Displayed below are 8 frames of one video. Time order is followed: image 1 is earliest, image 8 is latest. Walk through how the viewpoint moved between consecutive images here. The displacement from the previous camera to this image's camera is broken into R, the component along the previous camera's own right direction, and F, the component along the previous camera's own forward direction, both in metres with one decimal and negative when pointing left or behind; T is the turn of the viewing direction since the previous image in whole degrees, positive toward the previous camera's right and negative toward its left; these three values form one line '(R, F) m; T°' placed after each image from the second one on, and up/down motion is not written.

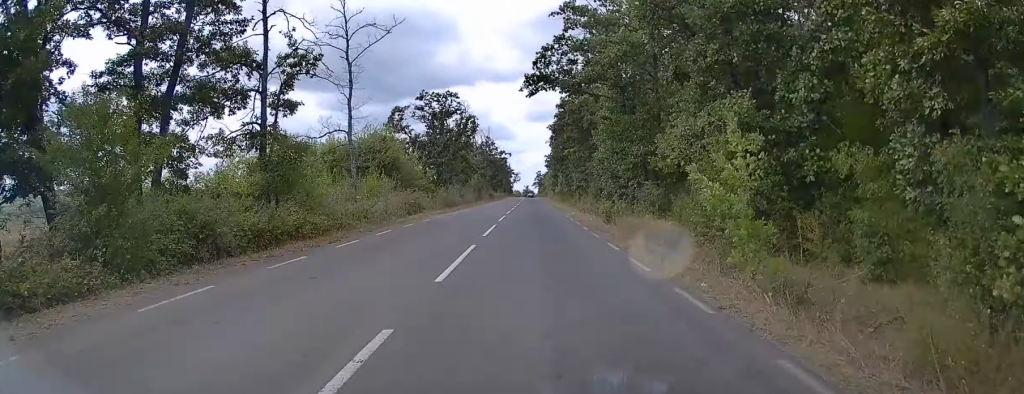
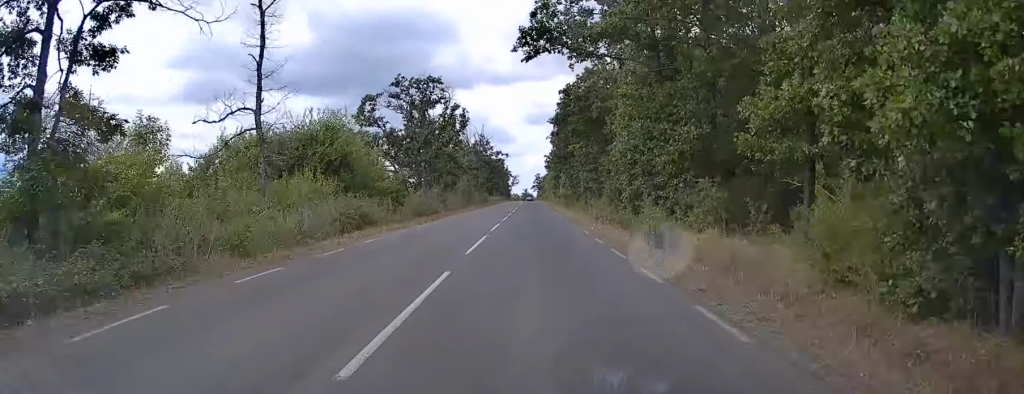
(-0.2, +13.4) m; 0°
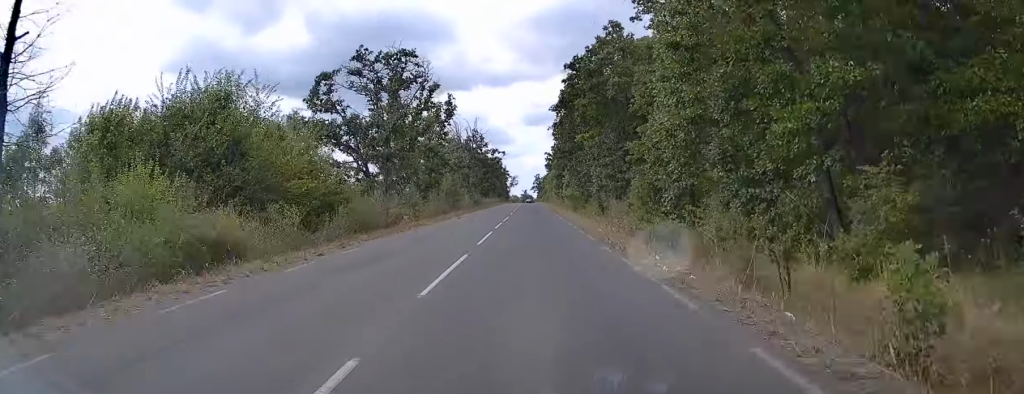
(-0.1, +14.2) m; 0°
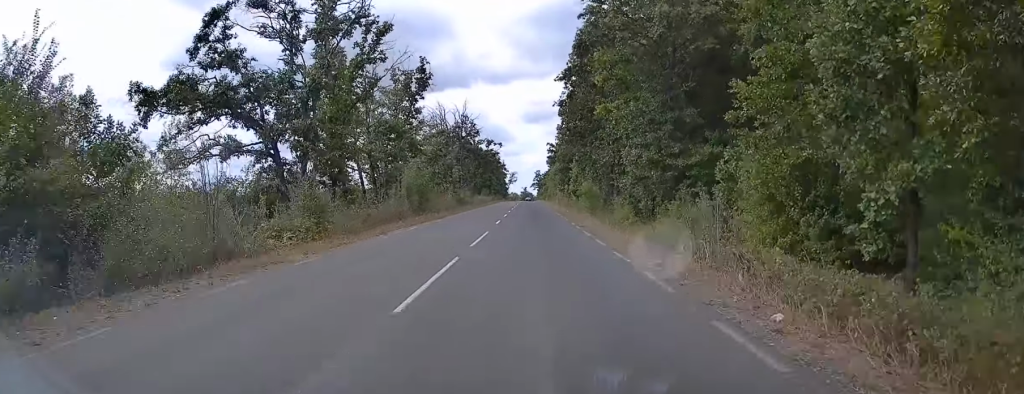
(+0.3, +19.0) m; 0°
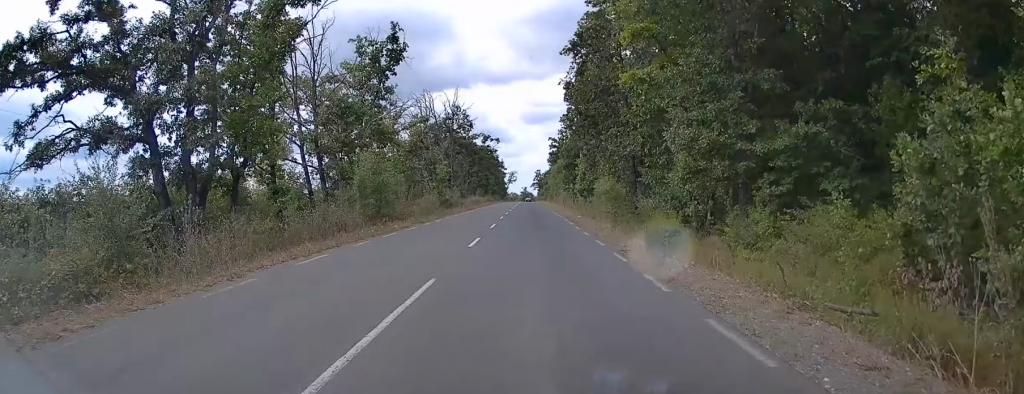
(-0.1, +11.9) m; 0°
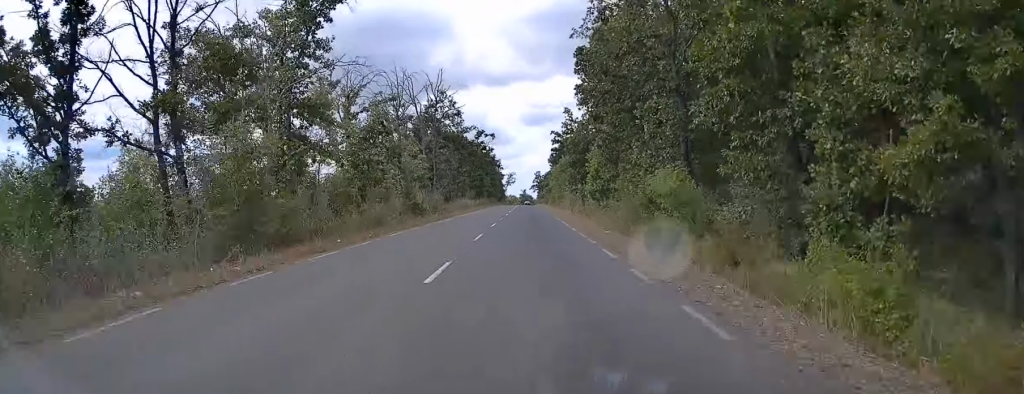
(-0.2, +15.0) m; 0°
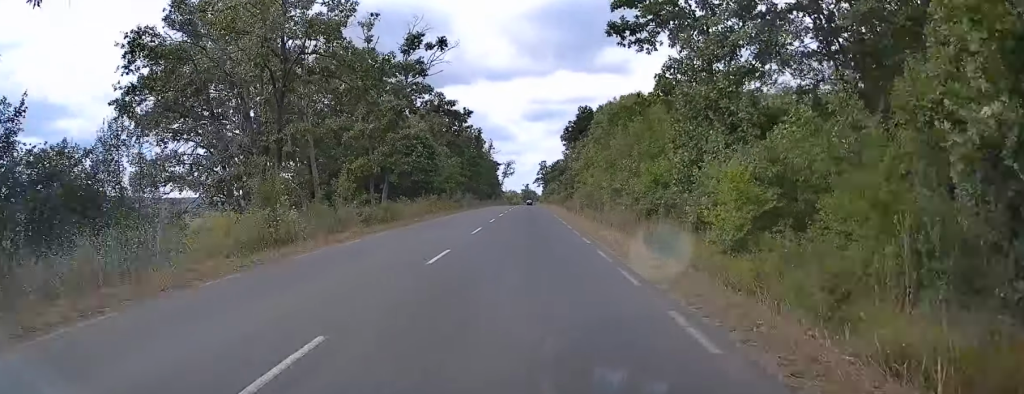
(+0.3, +69.0) m; 0°
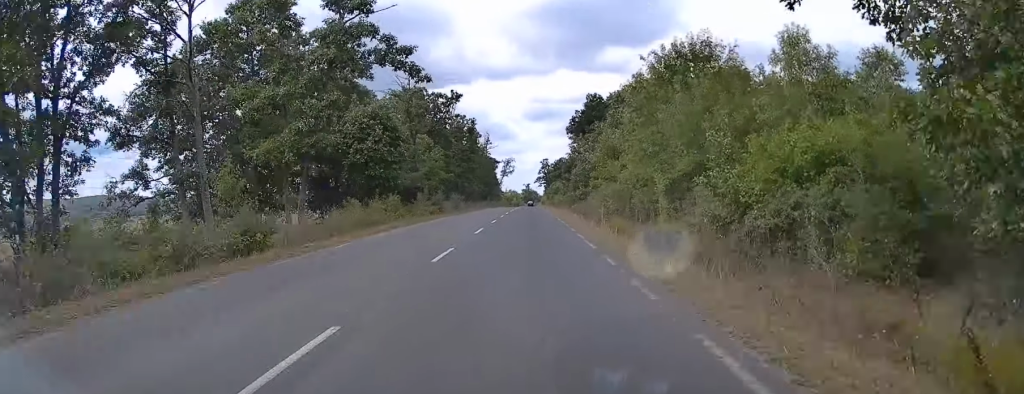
(-0.3, +17.4) m; -1°
